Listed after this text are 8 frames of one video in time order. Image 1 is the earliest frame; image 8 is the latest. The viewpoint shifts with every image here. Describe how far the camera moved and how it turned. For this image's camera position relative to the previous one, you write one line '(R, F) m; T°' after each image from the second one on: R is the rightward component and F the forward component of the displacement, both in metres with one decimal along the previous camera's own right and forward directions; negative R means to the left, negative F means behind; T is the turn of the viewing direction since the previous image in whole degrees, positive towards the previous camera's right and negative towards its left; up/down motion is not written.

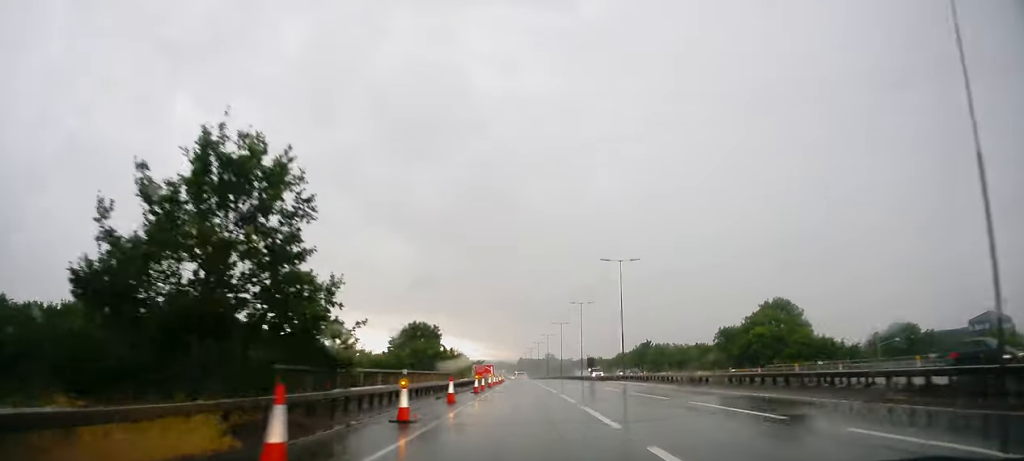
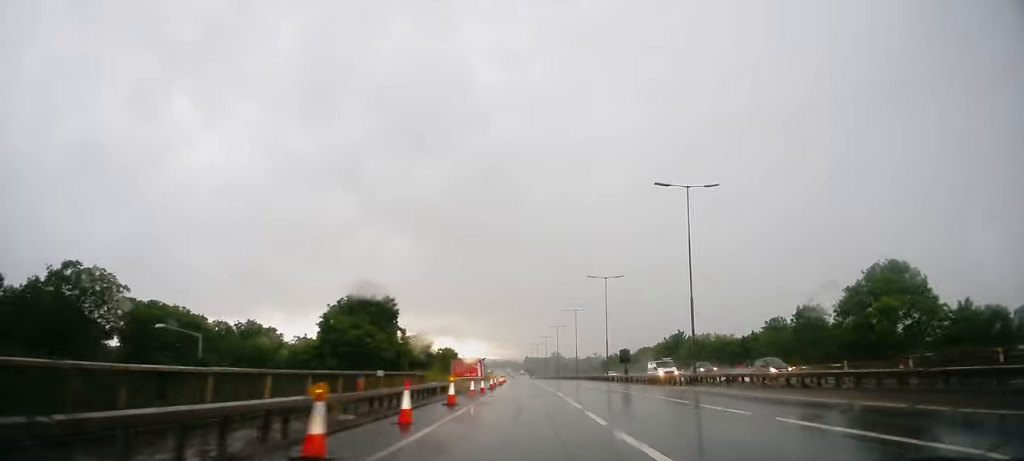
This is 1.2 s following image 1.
(0.0, +24.0) m; 0°
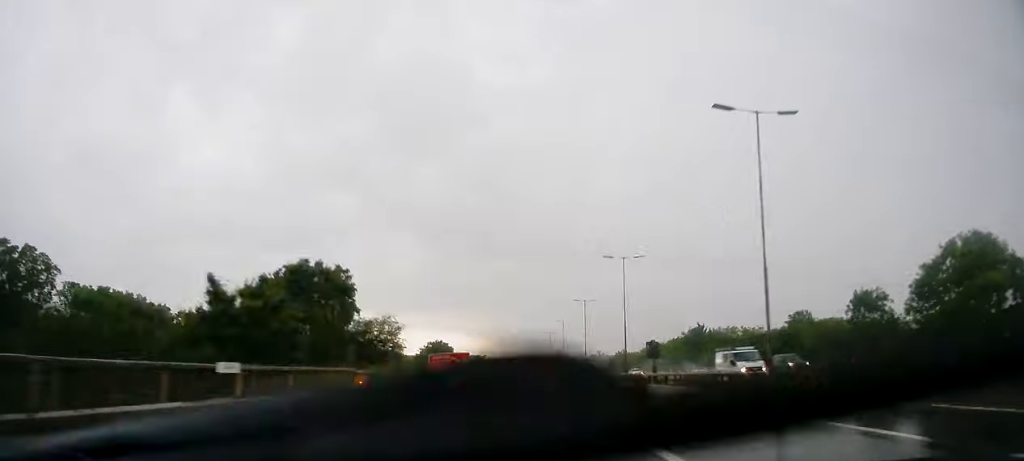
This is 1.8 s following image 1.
(0.0, +11.2) m; 0°
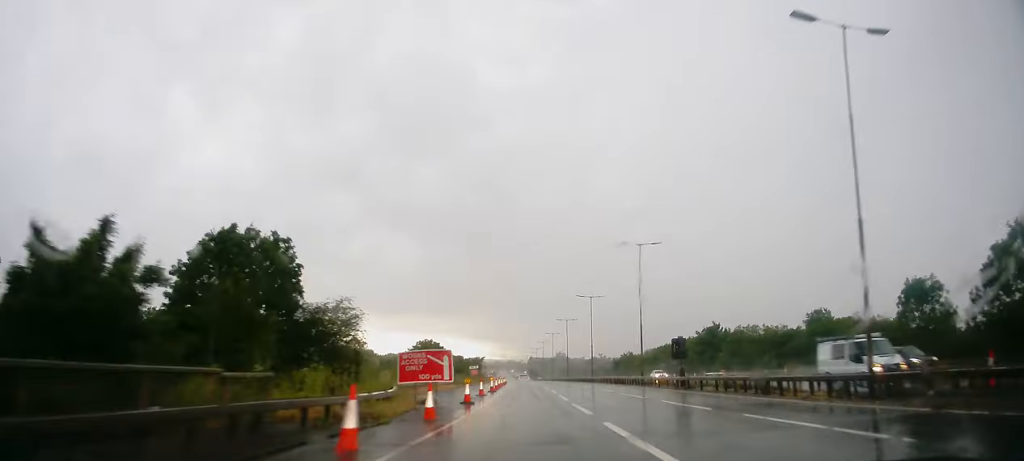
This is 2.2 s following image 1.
(+0.1, +7.8) m; 0°
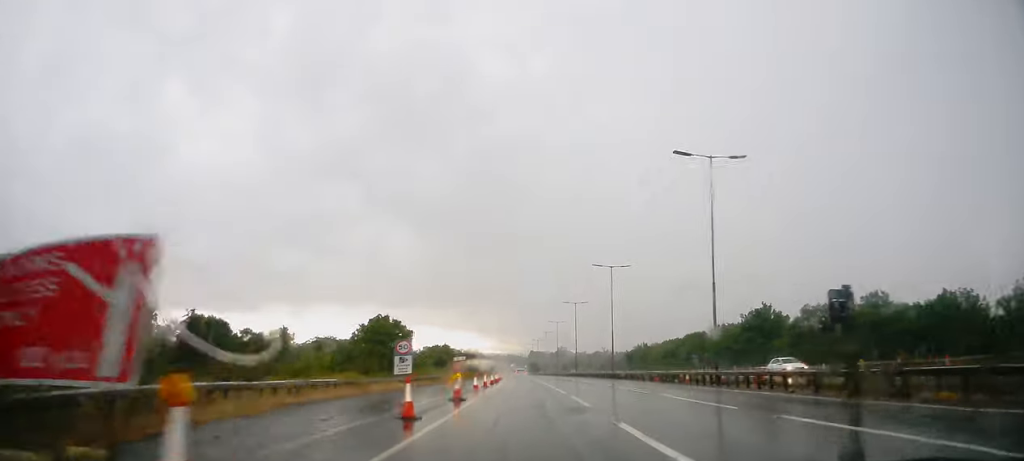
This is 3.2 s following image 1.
(-0.4, +19.8) m; -1°
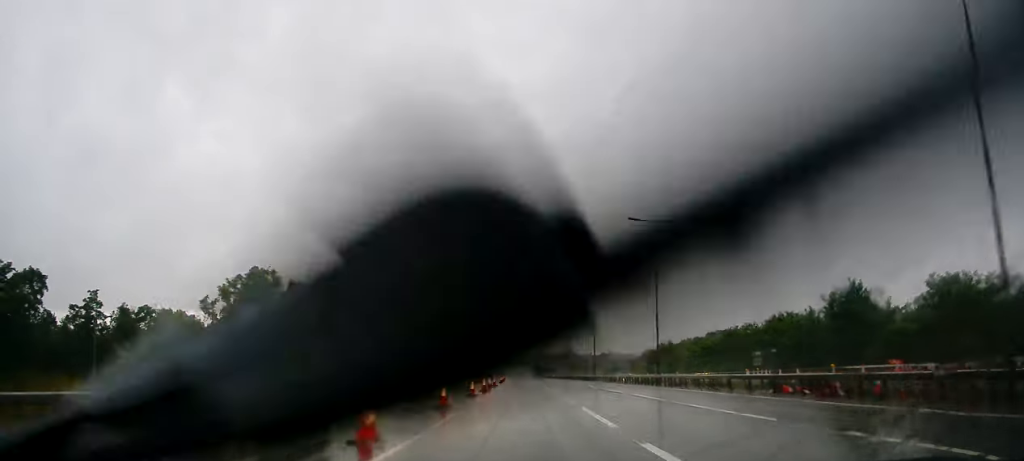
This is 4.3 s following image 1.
(0.0, +19.9) m; -1°
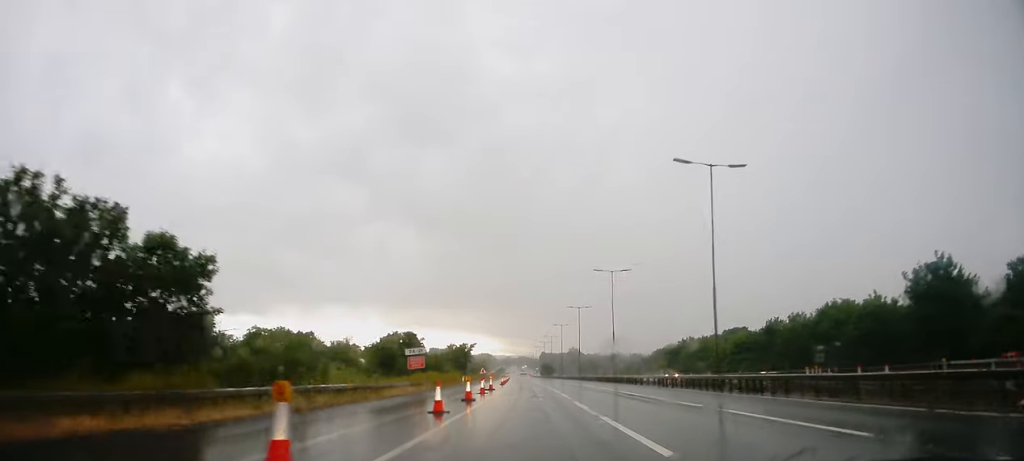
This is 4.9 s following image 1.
(-0.1, +12.5) m; 0°
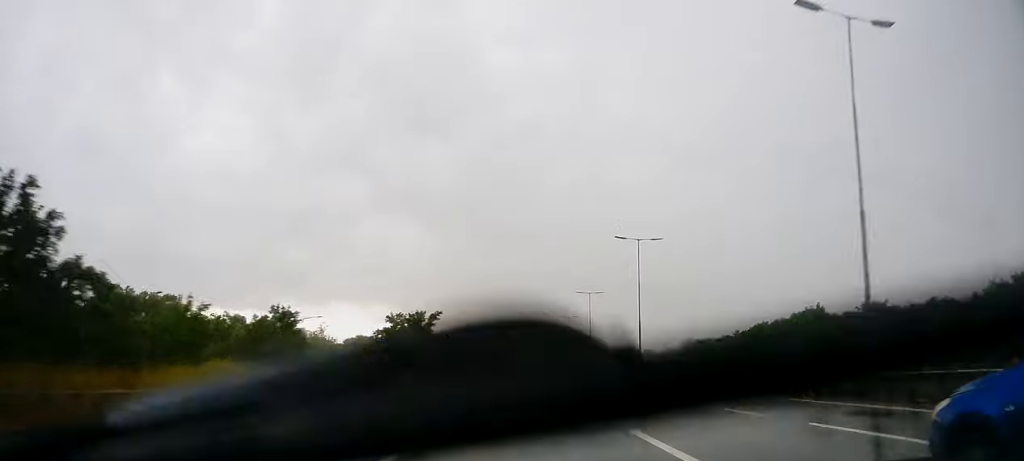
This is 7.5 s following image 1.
(0.0, +48.7) m; -1°
